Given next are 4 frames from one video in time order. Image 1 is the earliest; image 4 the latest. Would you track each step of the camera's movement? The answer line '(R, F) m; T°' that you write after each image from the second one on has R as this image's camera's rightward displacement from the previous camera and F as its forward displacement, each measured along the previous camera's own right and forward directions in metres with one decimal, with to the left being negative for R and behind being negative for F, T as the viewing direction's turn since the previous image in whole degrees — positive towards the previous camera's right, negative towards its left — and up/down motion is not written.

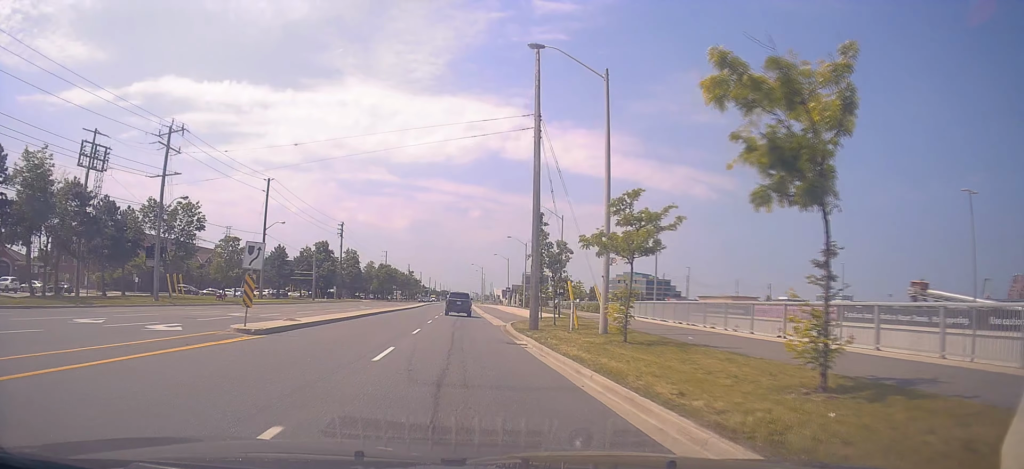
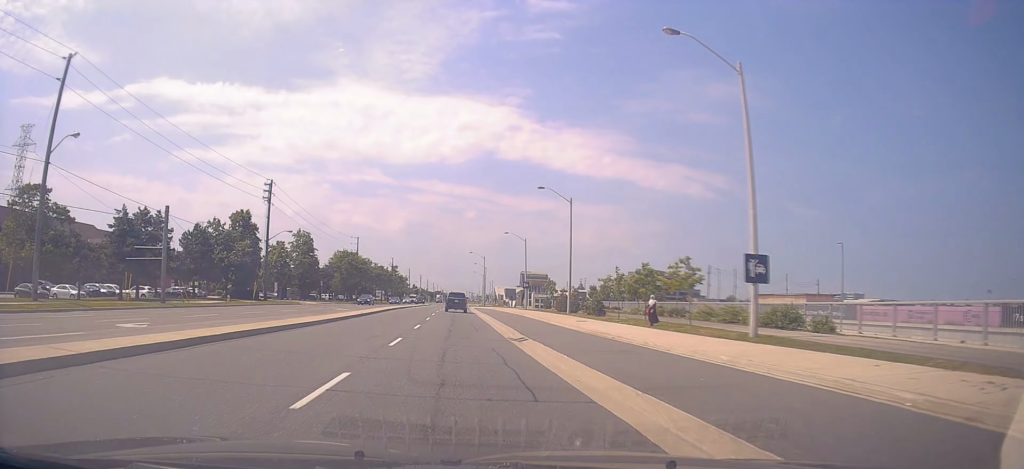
(+0.3, +41.1) m; +1°
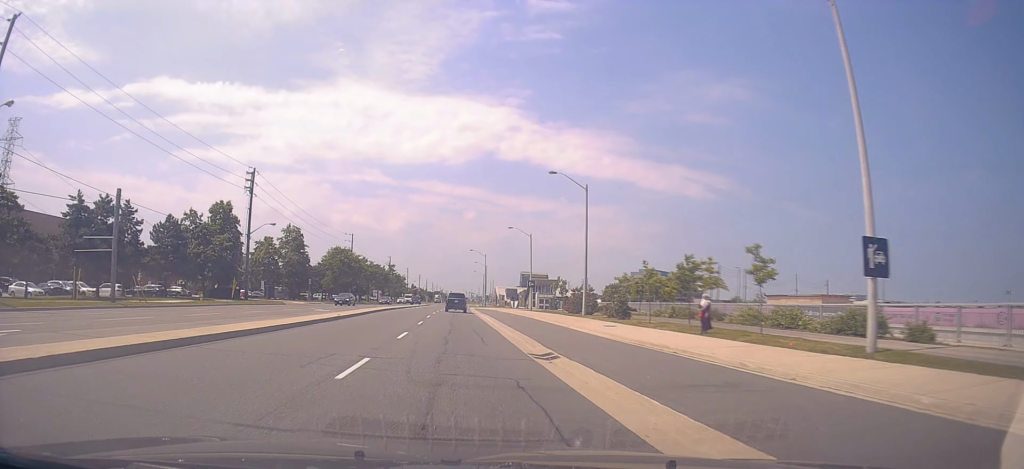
(0.0, +6.5) m; 0°
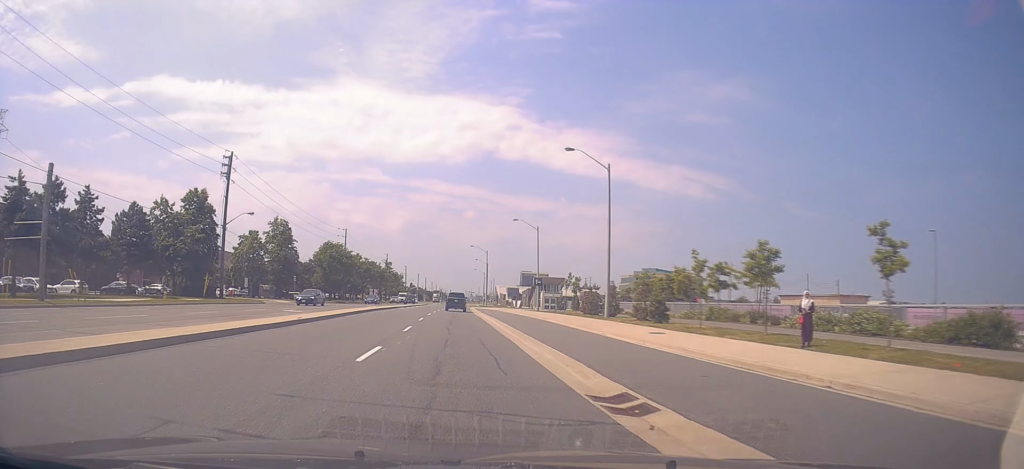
(0.0, +7.0) m; 0°
